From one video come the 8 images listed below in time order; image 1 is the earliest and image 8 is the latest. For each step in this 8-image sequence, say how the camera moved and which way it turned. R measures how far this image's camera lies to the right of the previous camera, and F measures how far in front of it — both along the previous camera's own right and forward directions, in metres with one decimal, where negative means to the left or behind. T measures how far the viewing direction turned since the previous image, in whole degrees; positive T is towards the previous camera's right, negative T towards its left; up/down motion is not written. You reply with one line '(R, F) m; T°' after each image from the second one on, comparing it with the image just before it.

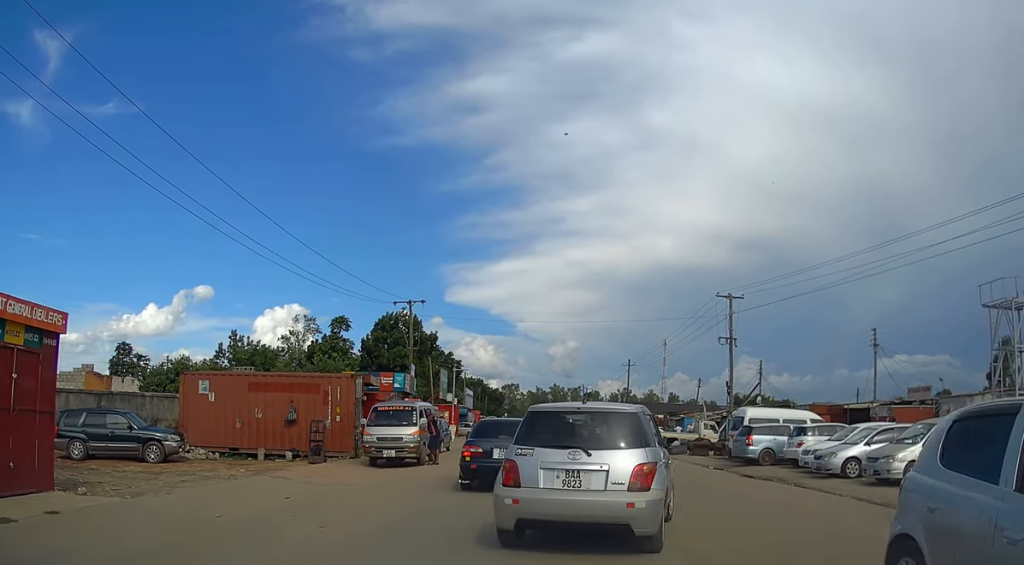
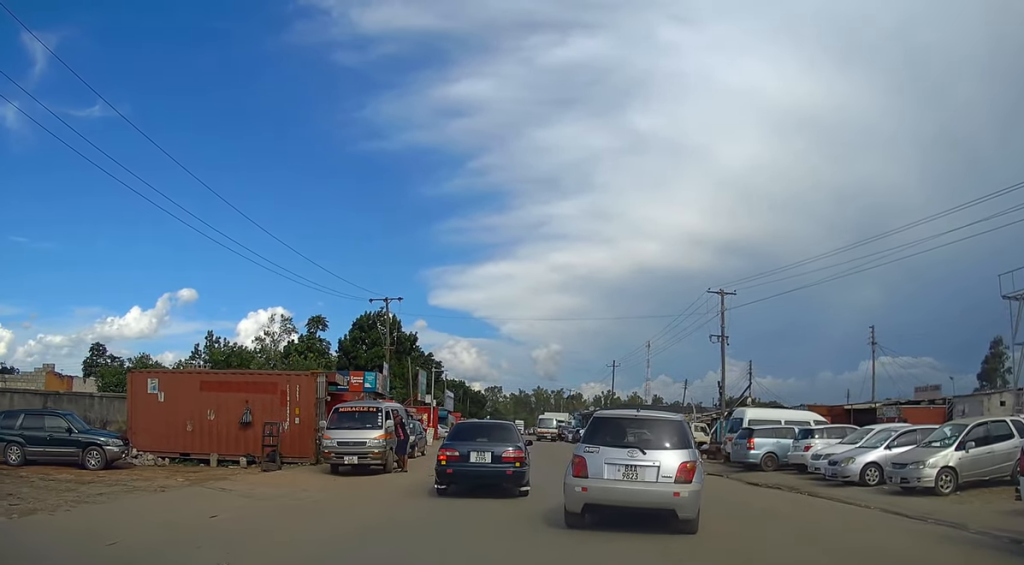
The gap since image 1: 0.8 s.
(+0.1, +2.1) m; +2°
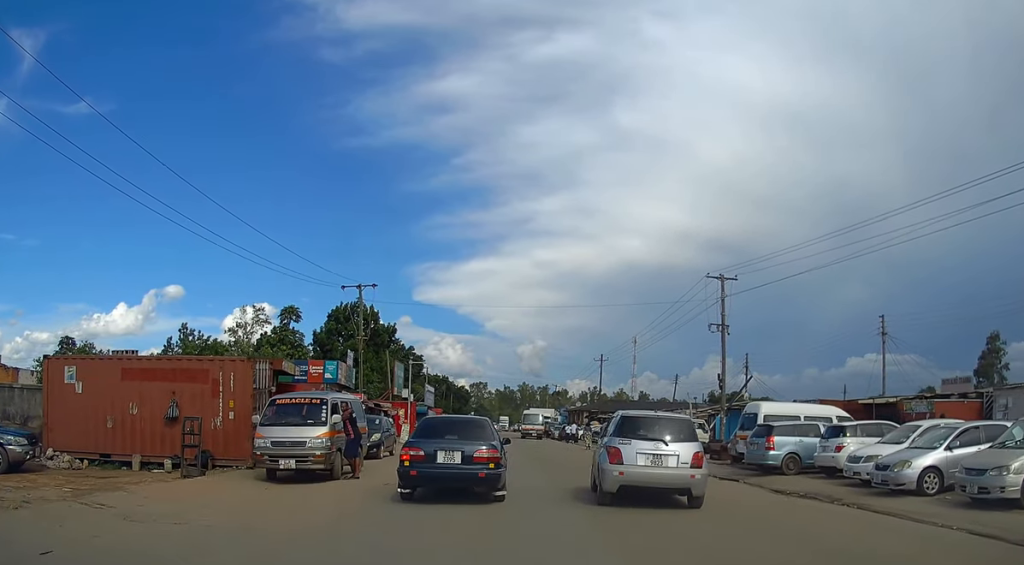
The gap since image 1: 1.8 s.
(0.0, +3.3) m; -3°
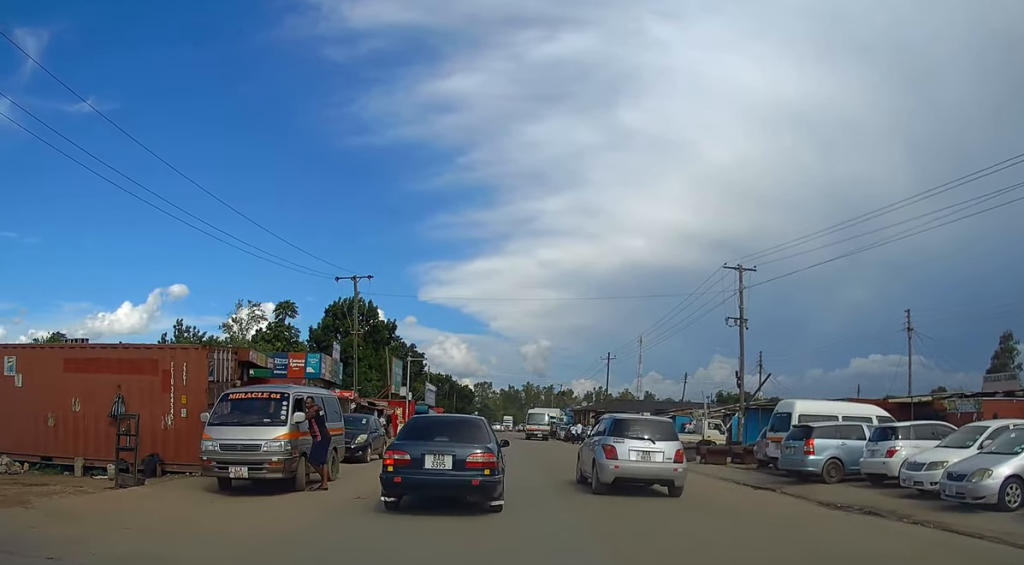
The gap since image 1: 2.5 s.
(-0.1, +2.7) m; -1°
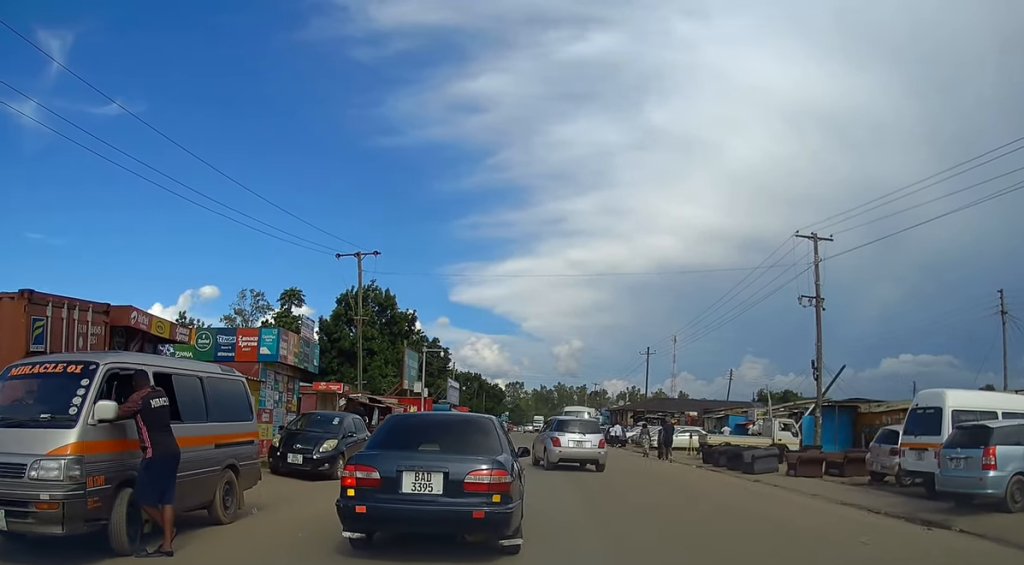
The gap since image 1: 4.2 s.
(0.0, +6.6) m; 0°
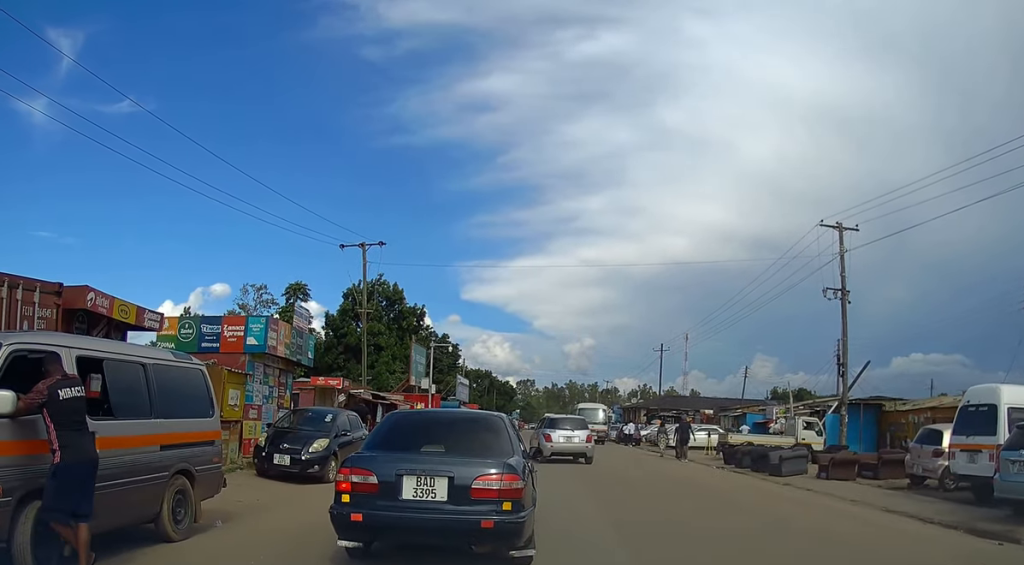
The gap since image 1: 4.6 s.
(0.0, +1.7) m; 0°
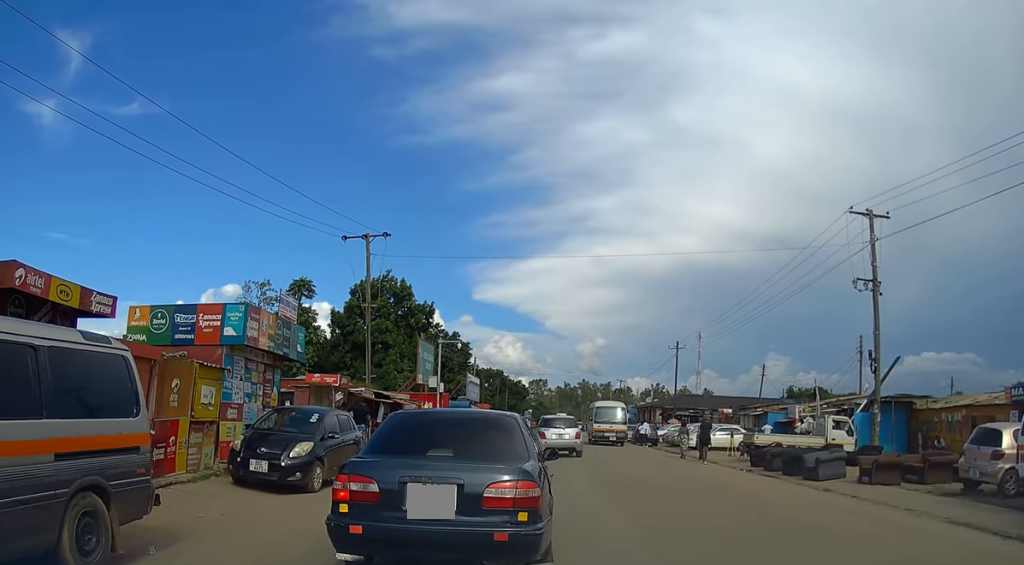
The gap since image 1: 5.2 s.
(0.0, +2.0) m; -1°
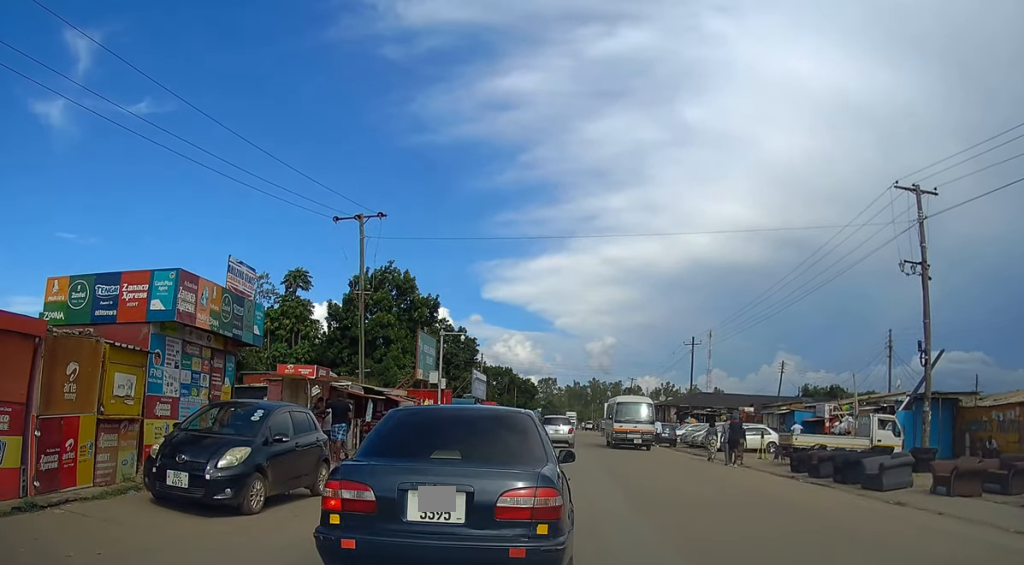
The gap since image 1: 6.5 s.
(0.0, +3.5) m; -2°
